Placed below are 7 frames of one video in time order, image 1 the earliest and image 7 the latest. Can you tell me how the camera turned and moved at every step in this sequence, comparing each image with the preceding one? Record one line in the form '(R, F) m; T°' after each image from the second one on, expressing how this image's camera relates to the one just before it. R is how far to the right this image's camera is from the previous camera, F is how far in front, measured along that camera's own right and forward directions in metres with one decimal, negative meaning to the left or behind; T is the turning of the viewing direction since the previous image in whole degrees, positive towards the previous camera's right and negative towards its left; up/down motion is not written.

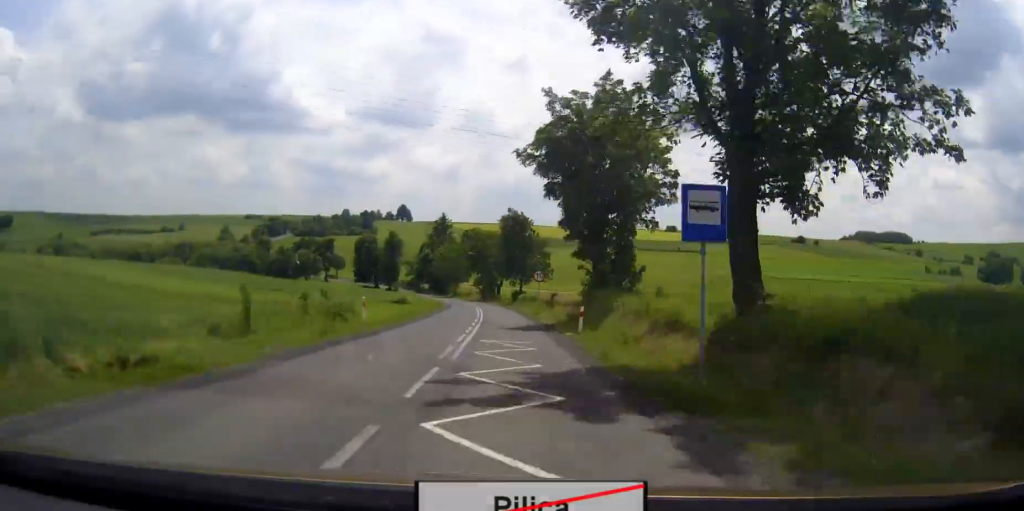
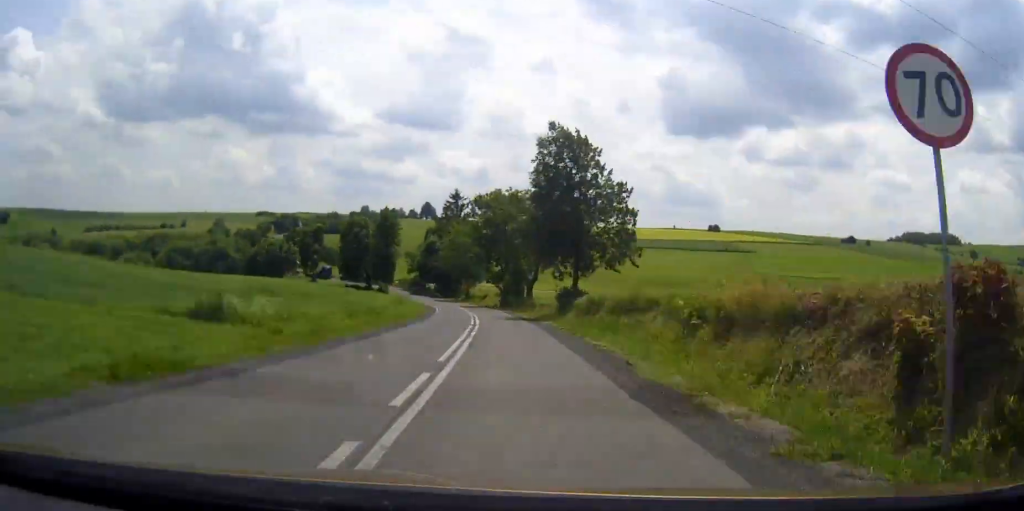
(-0.9, +50.7) m; -3°
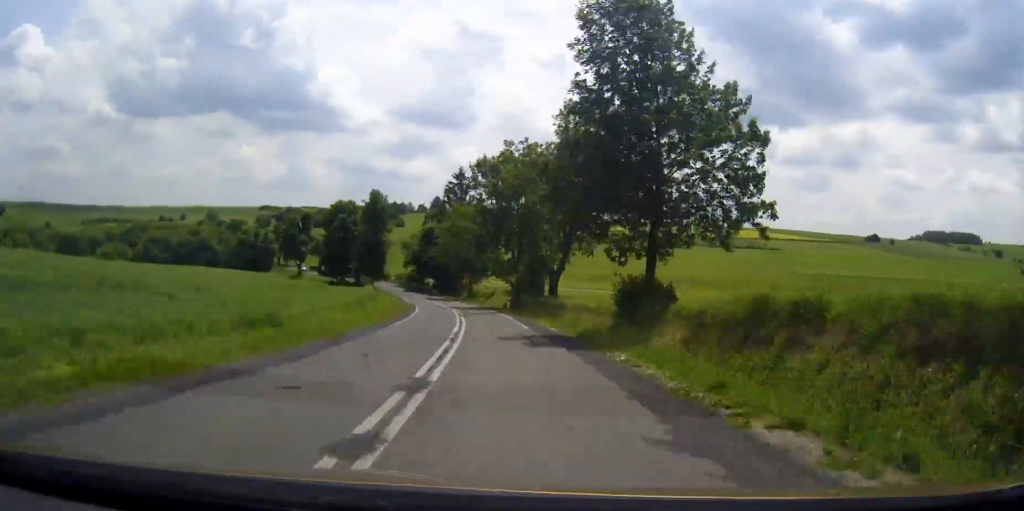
(+0.3, +22.0) m; -2°
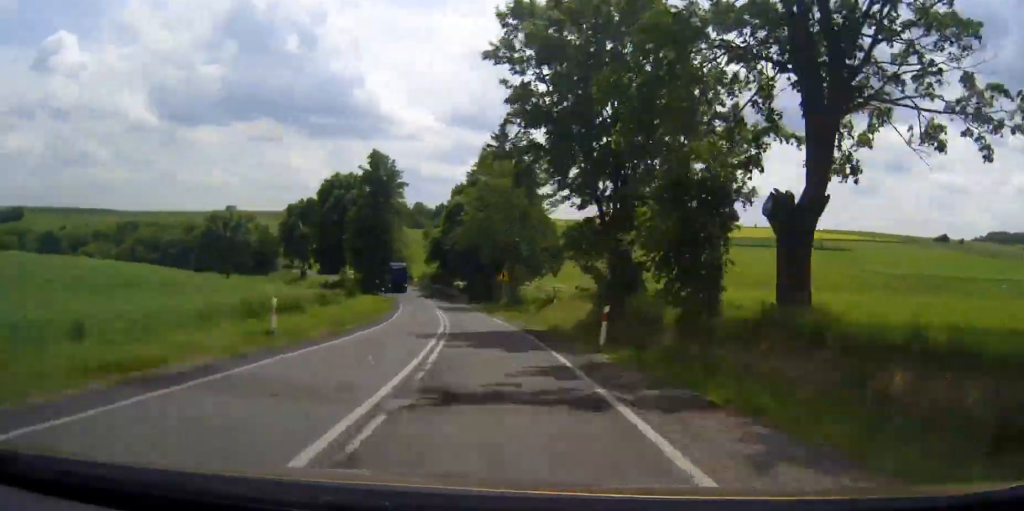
(-1.5, +36.1) m; -5°
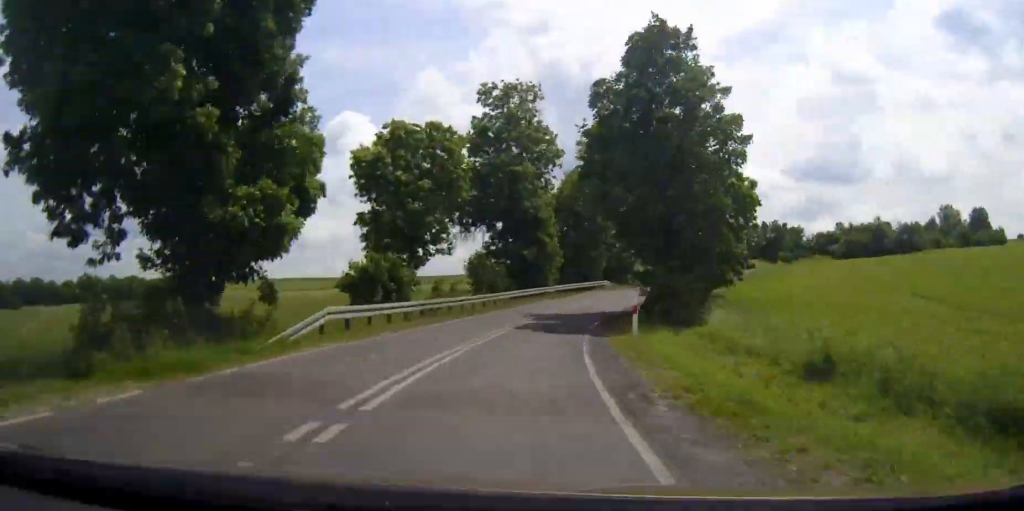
(-73.4, +226.9) m; -15°
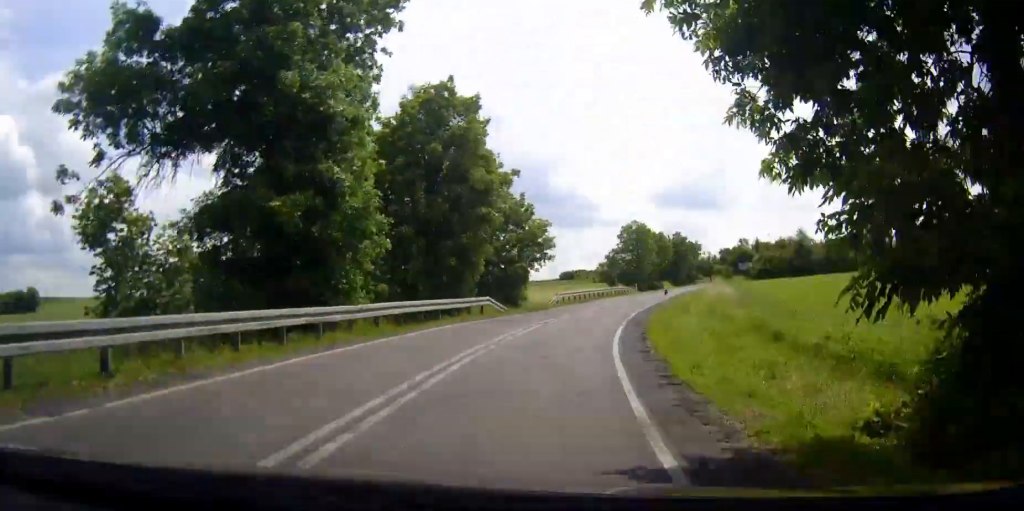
(+4.2, +33.0) m; +9°
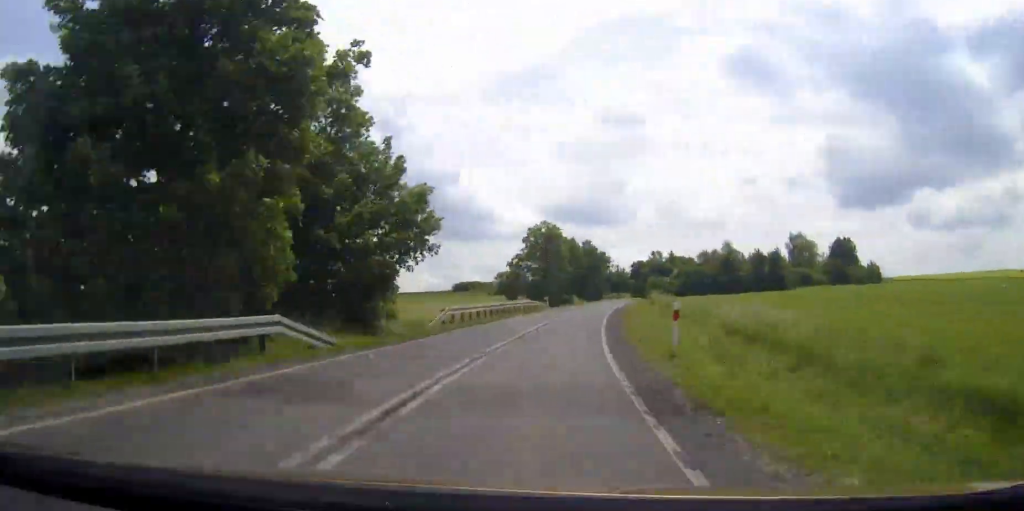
(+0.4, +18.8) m; +5°
